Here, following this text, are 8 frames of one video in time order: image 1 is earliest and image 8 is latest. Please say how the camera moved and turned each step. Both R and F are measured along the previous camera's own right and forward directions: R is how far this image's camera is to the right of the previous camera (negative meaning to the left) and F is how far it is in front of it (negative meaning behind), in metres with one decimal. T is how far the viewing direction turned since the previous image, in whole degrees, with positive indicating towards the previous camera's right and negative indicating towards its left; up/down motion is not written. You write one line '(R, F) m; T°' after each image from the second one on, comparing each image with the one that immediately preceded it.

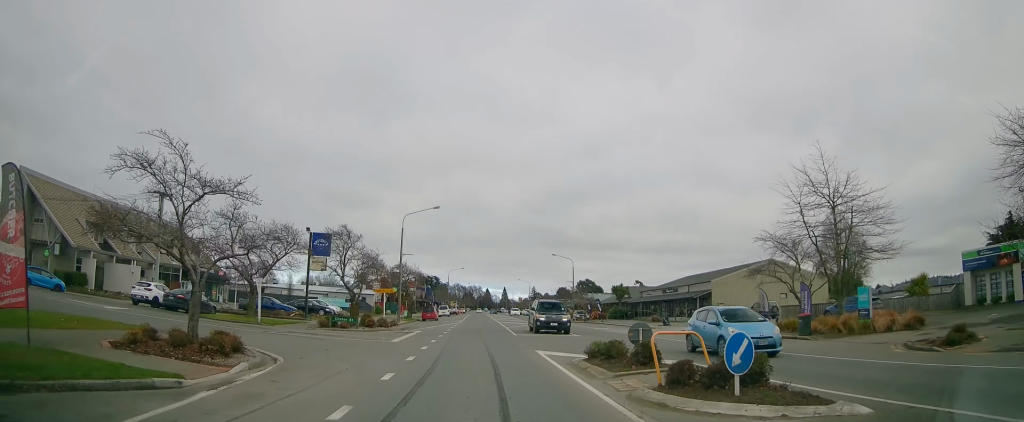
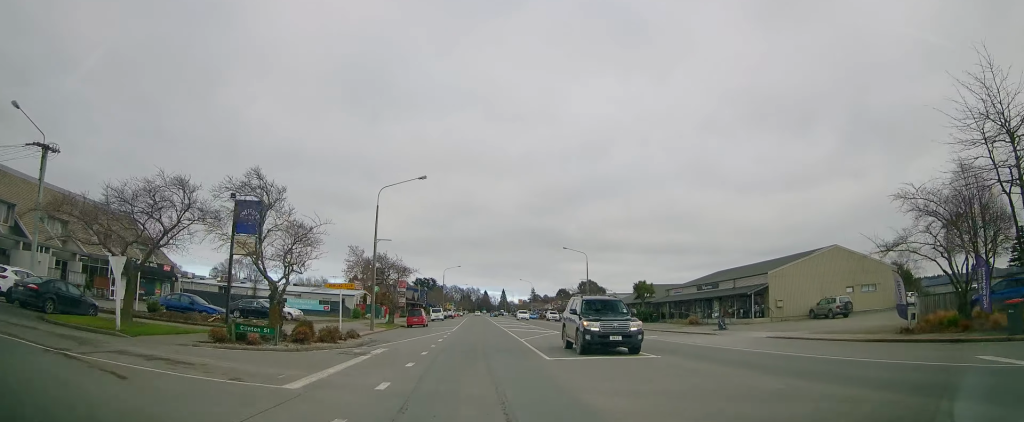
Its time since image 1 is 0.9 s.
(+0.2, +13.0) m; -1°
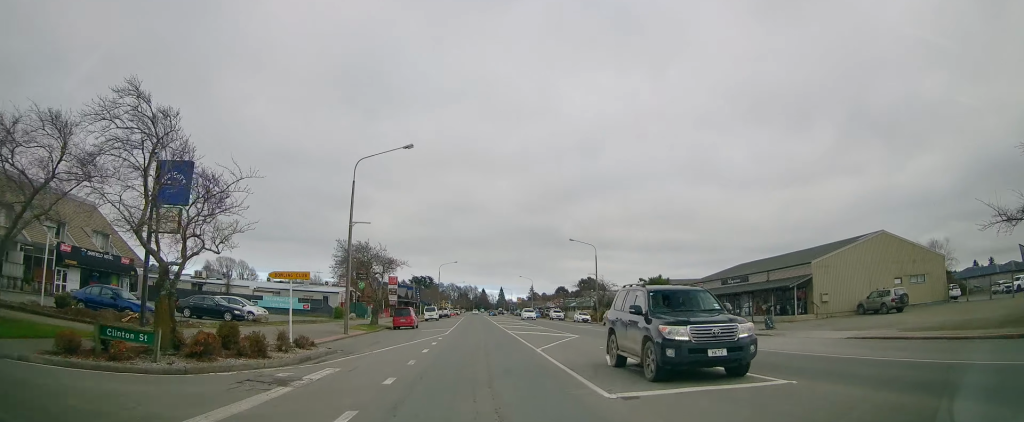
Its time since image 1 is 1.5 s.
(-0.3, +7.5) m; -1°
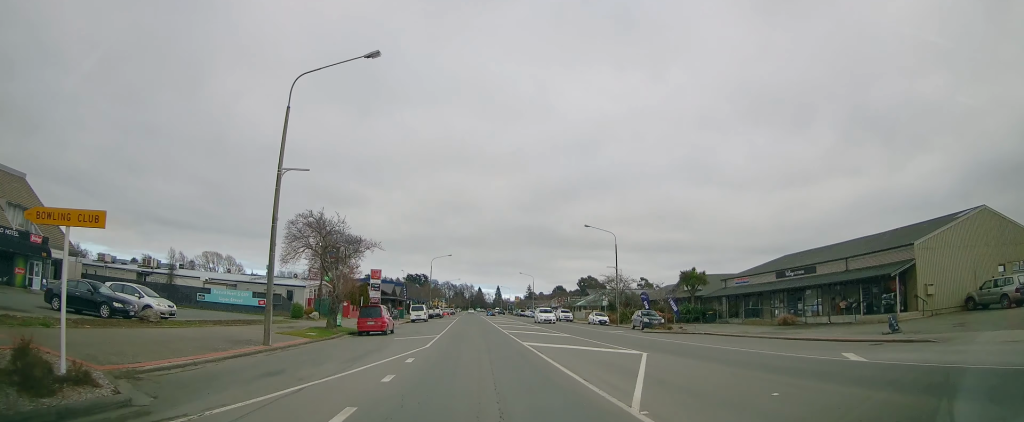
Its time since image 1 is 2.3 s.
(0.0, +12.0) m; 0°
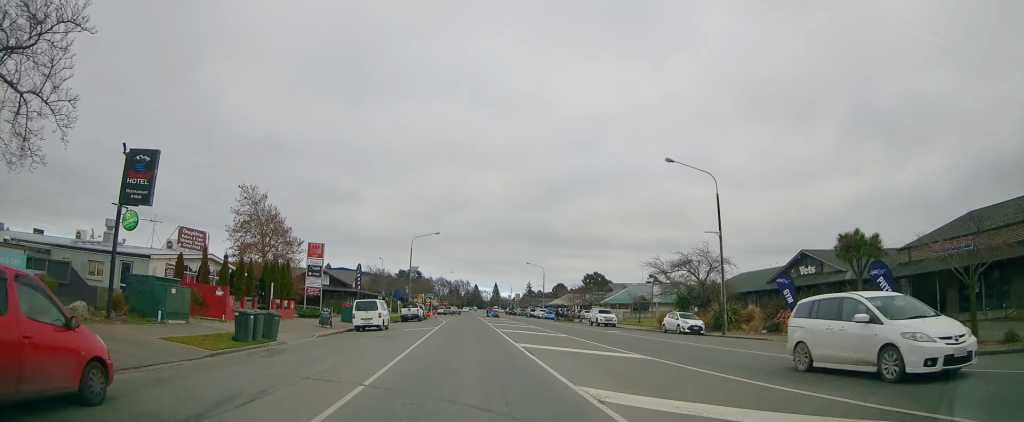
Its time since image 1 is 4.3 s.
(+0.2, +26.6) m; 0°
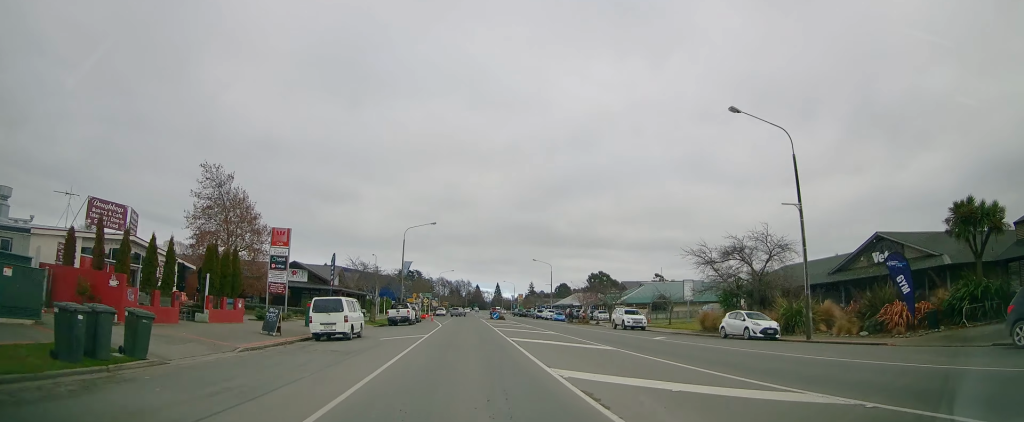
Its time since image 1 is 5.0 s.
(0.0, +8.8) m; -1°
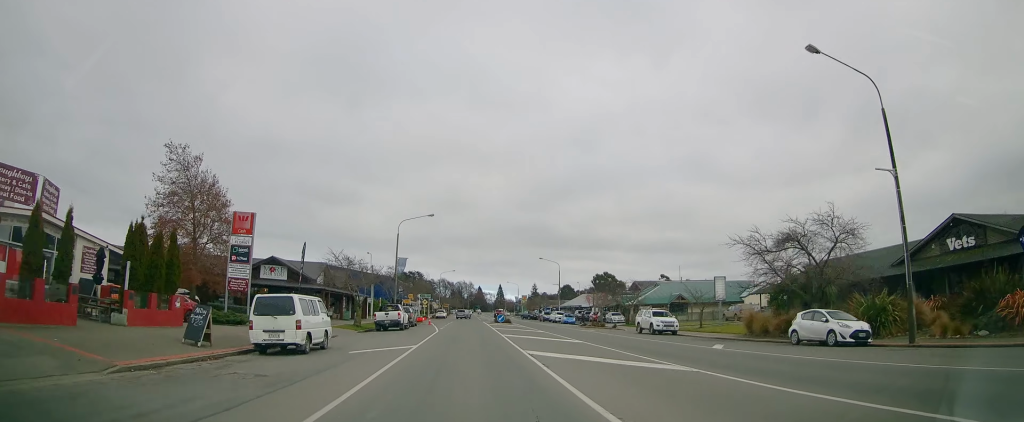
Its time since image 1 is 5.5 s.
(+0.1, +6.6) m; -1°
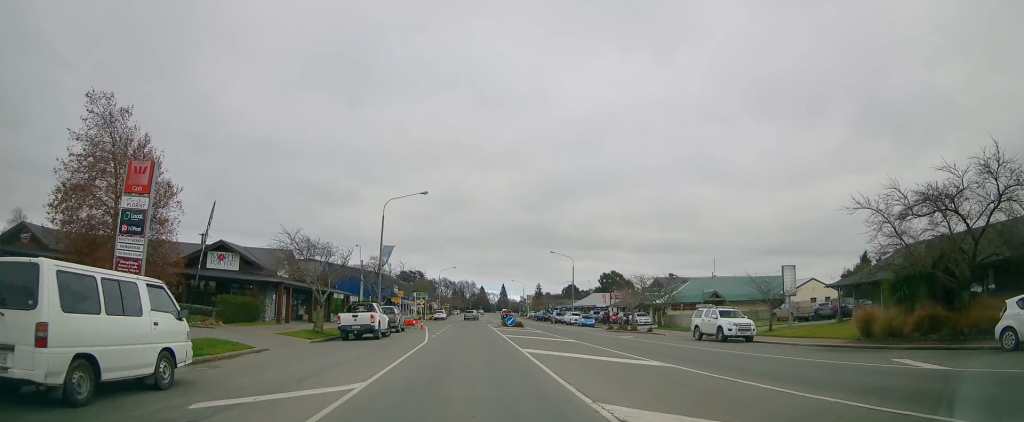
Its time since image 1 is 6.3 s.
(-0.2, +10.6) m; 0°
